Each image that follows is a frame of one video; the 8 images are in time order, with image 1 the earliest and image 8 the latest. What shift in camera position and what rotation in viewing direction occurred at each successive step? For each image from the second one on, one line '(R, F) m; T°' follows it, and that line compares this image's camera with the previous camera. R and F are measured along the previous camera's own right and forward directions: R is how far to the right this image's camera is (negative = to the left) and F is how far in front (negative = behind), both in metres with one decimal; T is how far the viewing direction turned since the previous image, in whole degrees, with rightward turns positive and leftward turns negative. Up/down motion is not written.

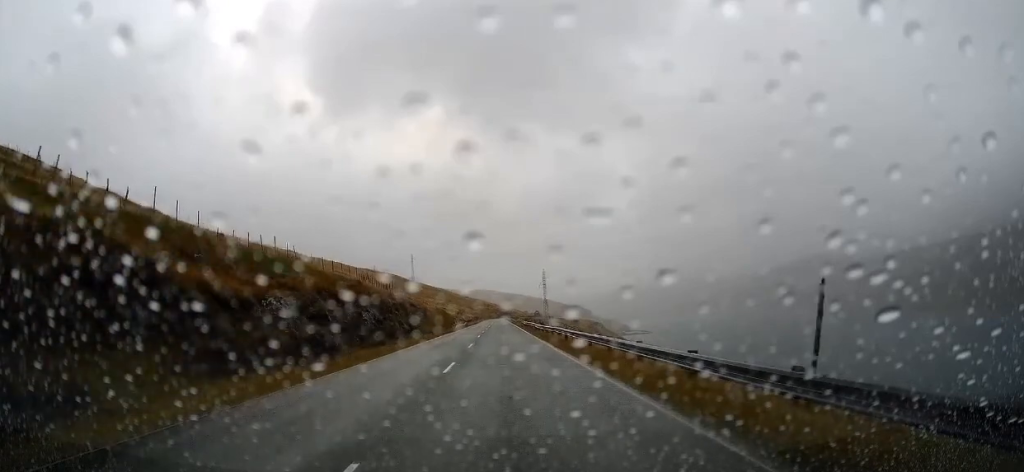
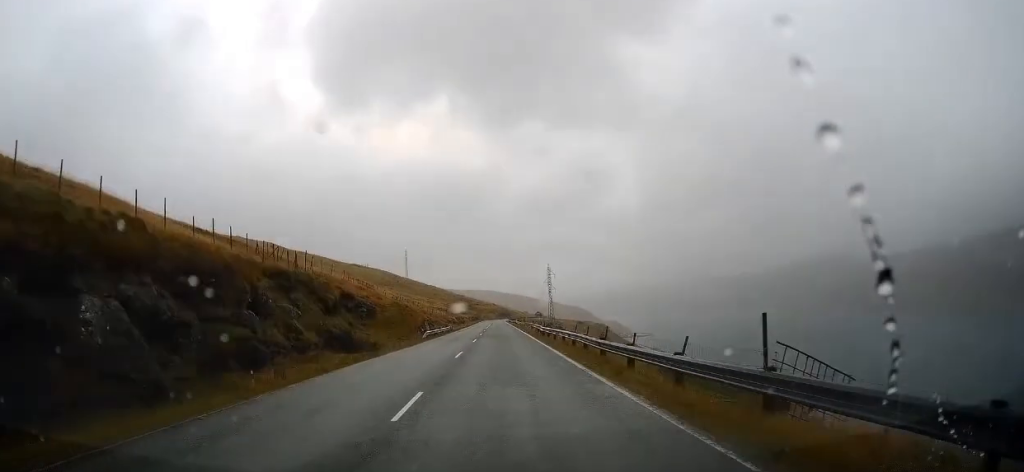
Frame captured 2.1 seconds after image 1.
(0.0, +31.2) m; 0°
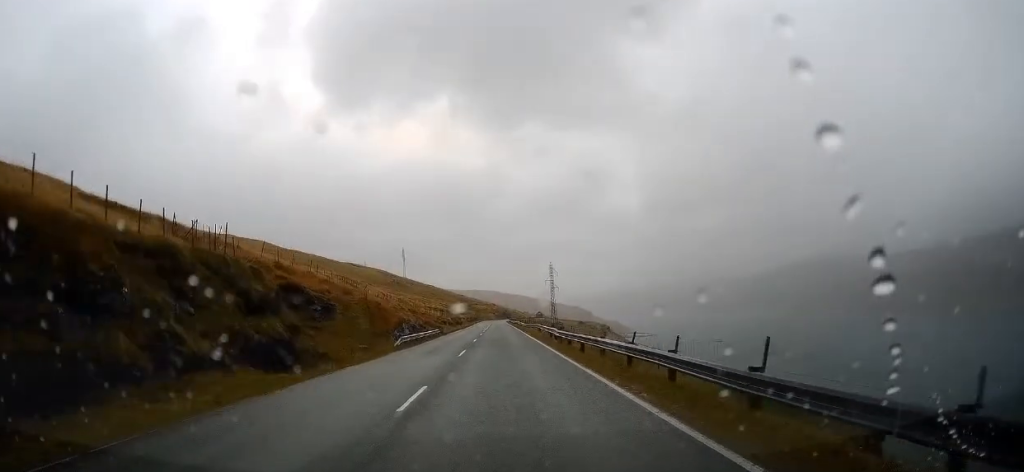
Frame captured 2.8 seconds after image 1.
(+0.2, +11.6) m; +1°
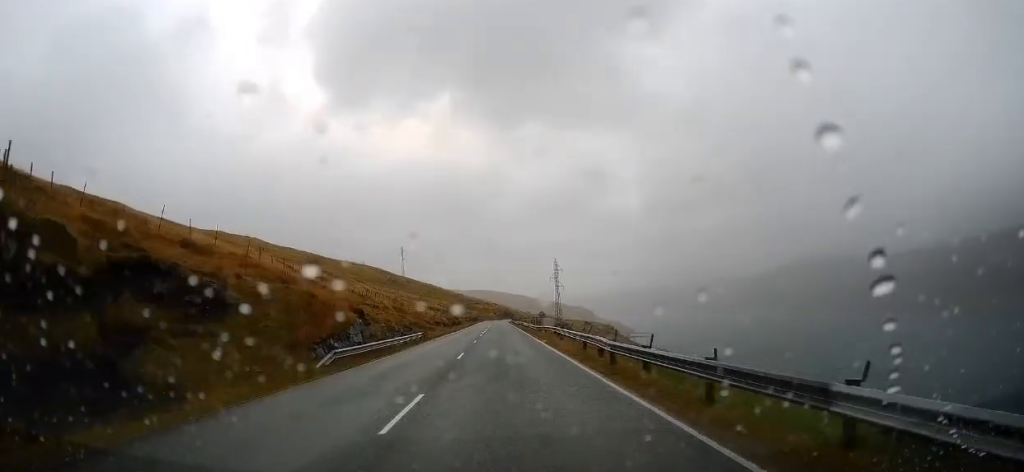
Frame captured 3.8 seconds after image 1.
(0.0, +14.3) m; 0°
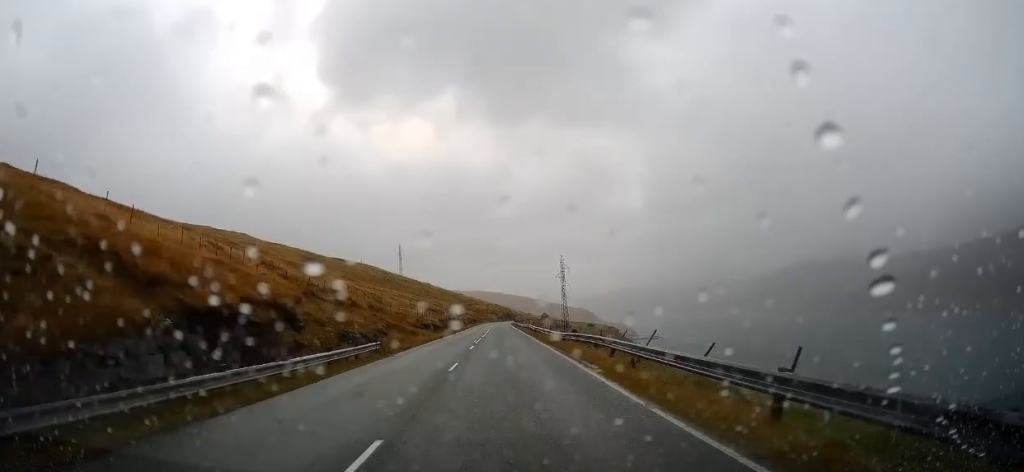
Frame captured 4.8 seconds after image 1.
(0.0, +16.6) m; 0°
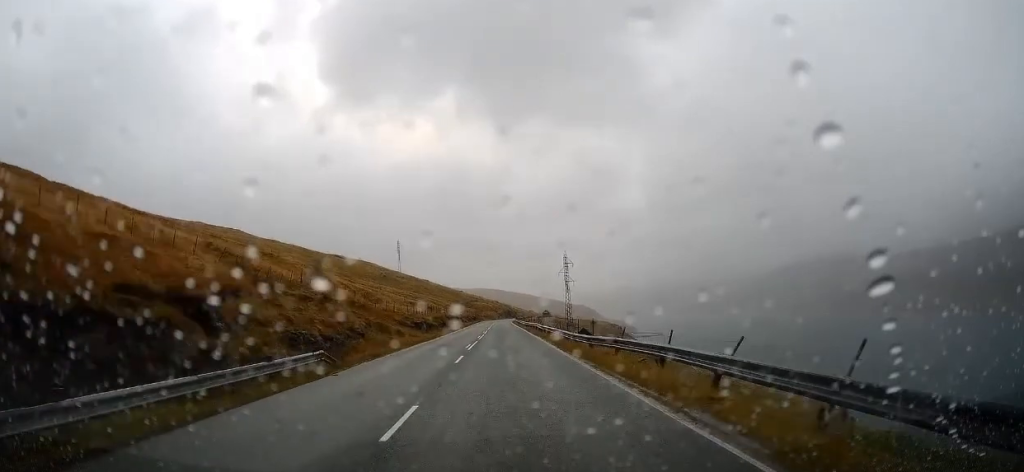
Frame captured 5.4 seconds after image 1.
(0.0, +9.4) m; 0°
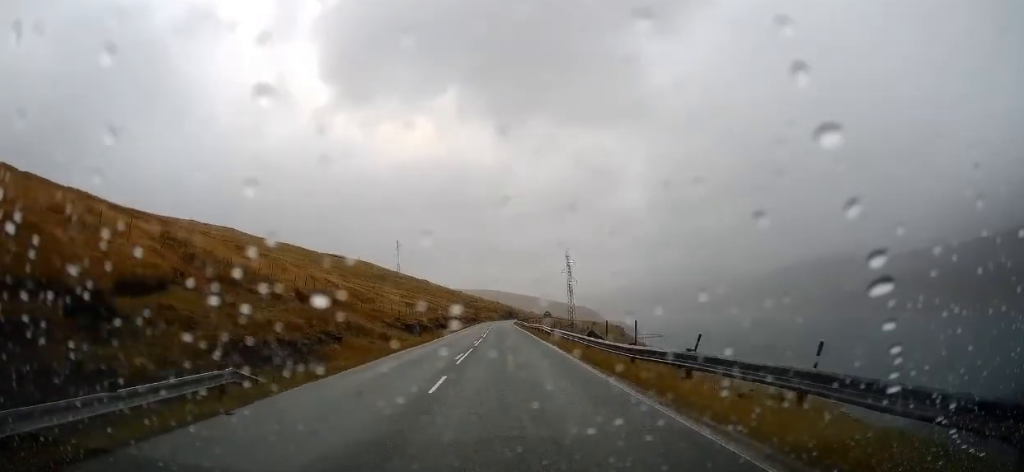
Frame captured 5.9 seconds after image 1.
(0.0, +6.8) m; 0°
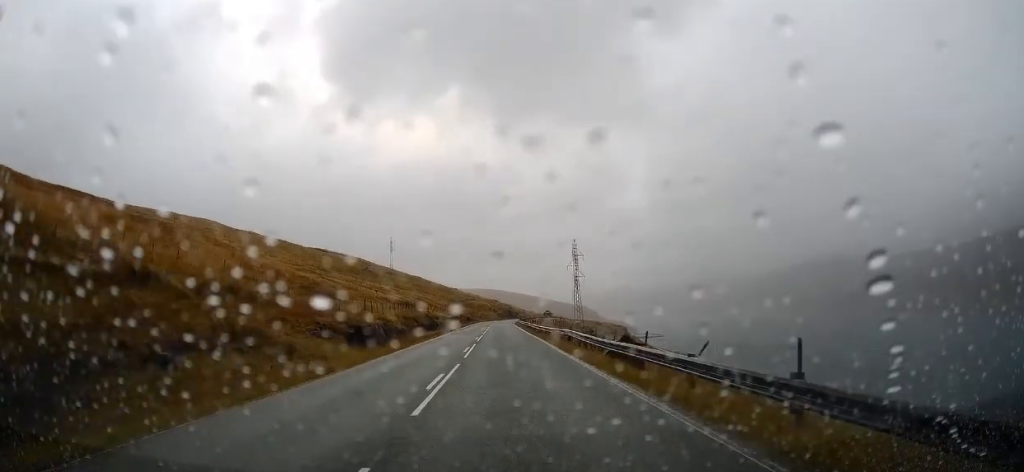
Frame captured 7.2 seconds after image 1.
(-0.1, +20.7) m; -1°
